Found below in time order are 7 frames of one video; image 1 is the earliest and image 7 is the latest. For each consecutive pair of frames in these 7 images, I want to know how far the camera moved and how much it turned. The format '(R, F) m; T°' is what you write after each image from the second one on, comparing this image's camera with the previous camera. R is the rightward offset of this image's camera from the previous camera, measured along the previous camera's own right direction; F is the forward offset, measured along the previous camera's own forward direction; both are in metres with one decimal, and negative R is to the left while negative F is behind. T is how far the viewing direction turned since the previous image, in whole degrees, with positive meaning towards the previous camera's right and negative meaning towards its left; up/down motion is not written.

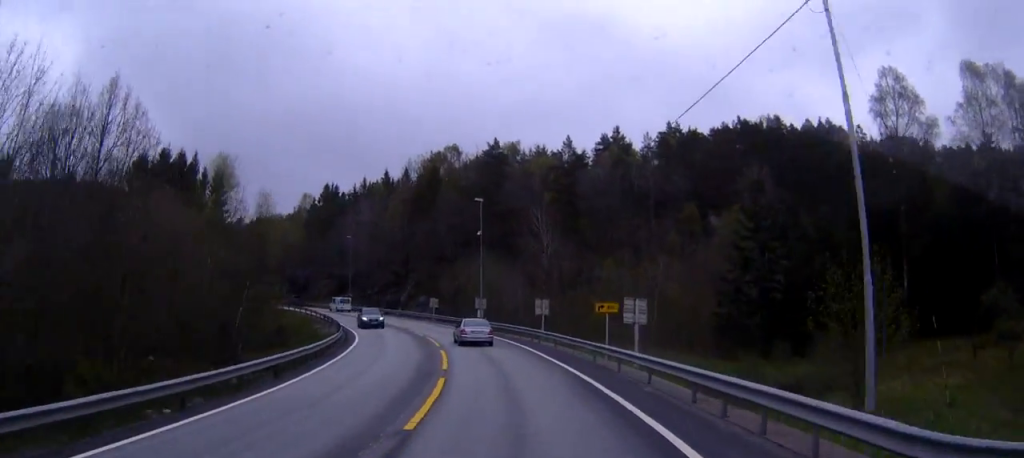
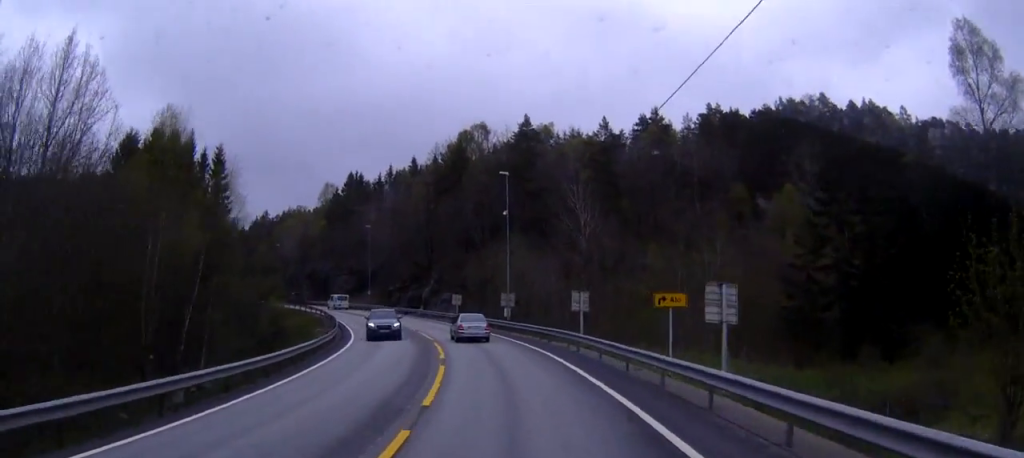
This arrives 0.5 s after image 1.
(+0.1, +9.0) m; -1°
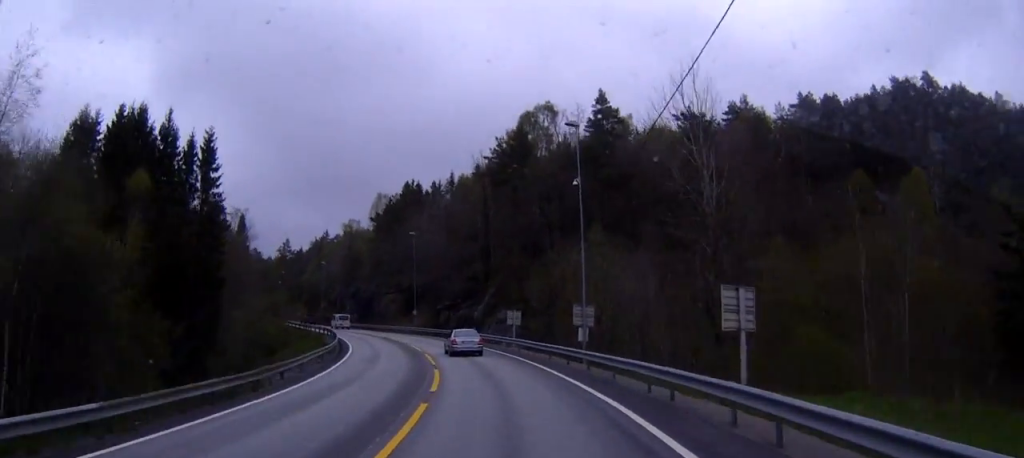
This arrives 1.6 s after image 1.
(-1.0, +19.0) m; -9°
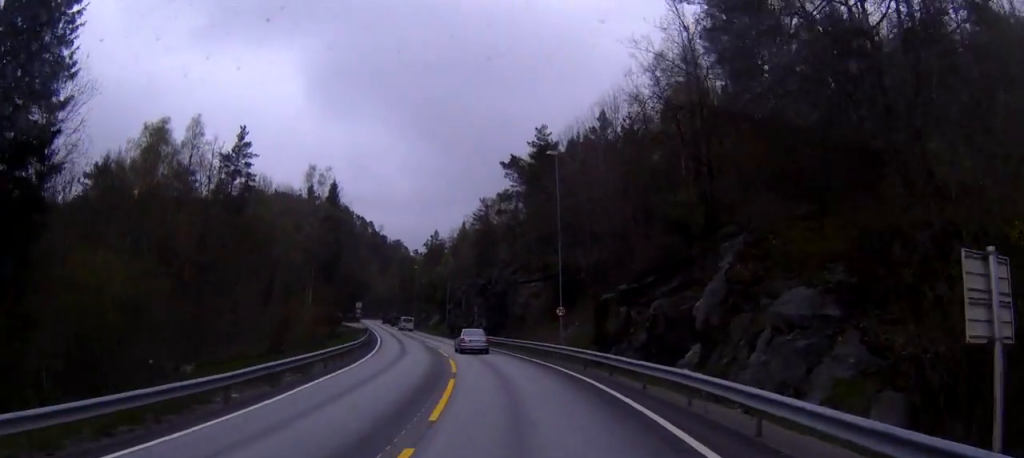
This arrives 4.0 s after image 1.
(-8.2, +40.6) m; -18°
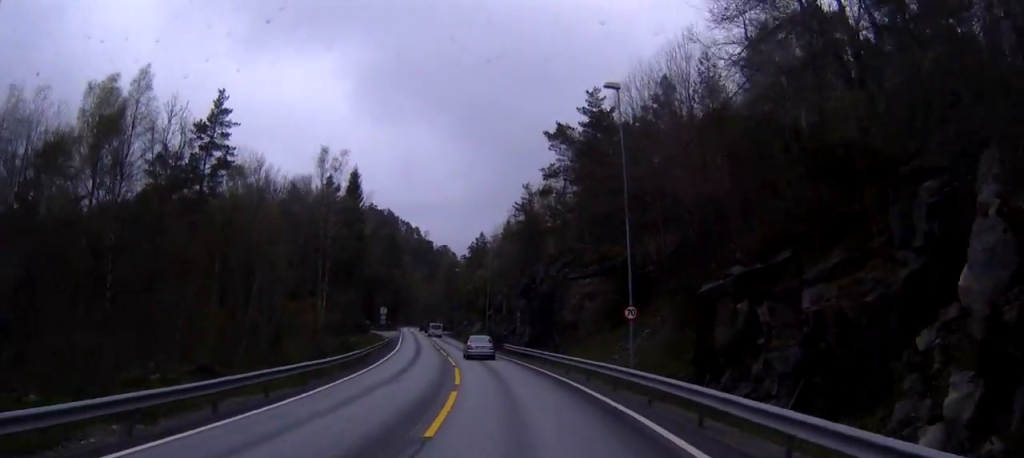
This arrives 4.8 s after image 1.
(-0.4, +13.5) m; -1°
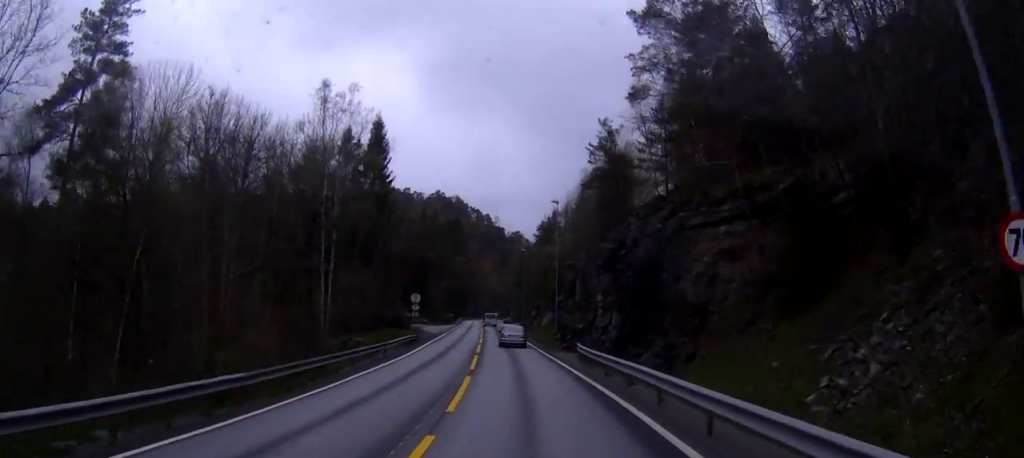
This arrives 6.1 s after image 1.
(+0.2, +21.8) m; -1°
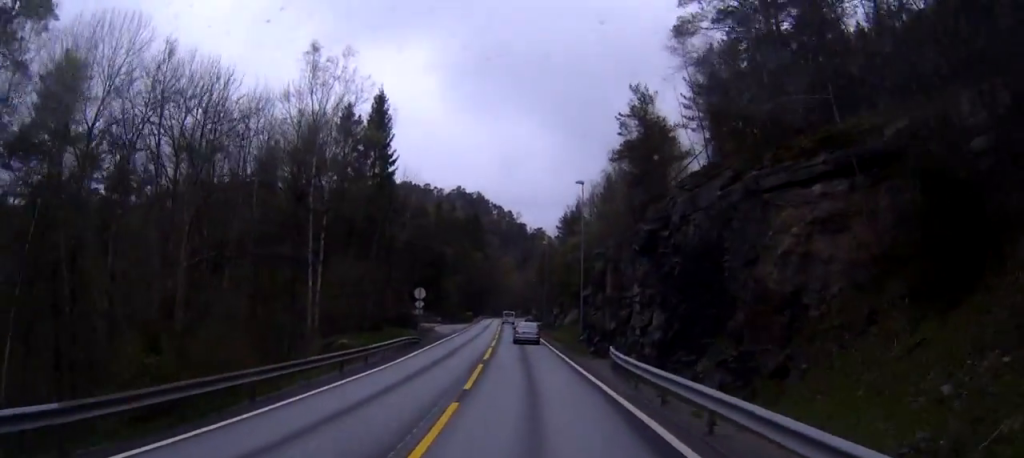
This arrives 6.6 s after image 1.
(0.0, +8.3) m; -2°
